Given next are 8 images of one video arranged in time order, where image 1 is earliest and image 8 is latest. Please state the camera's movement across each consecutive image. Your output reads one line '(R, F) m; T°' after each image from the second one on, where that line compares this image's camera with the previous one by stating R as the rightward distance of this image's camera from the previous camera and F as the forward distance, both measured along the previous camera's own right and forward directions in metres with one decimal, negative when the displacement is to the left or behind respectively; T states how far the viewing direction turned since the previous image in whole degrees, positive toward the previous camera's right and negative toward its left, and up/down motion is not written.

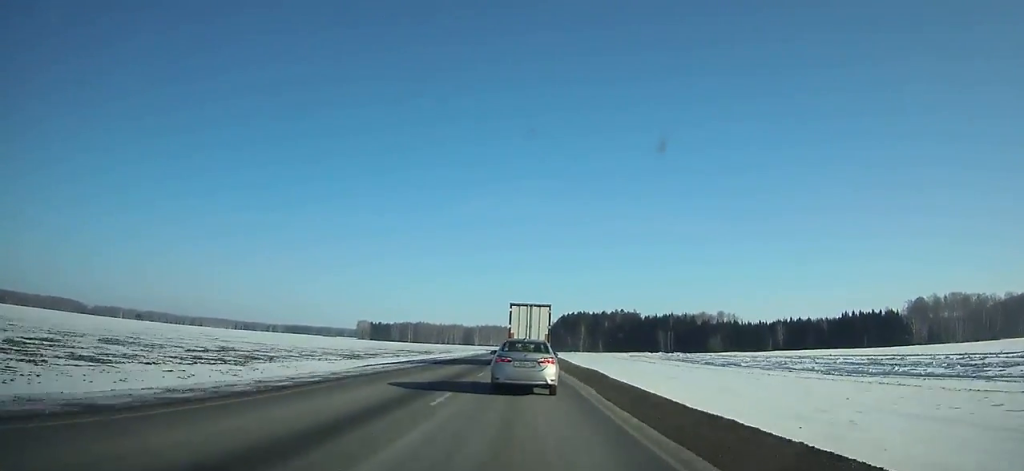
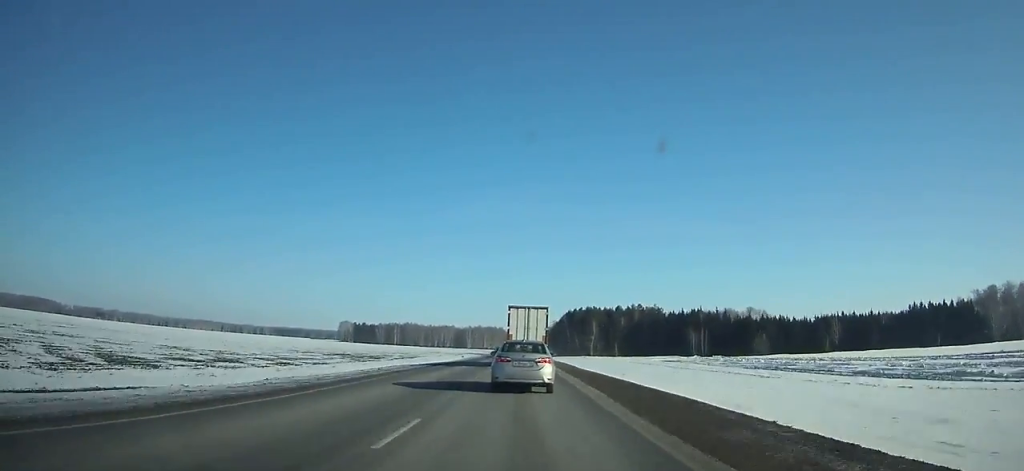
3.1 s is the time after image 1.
(+0.1, +64.4) m; 0°
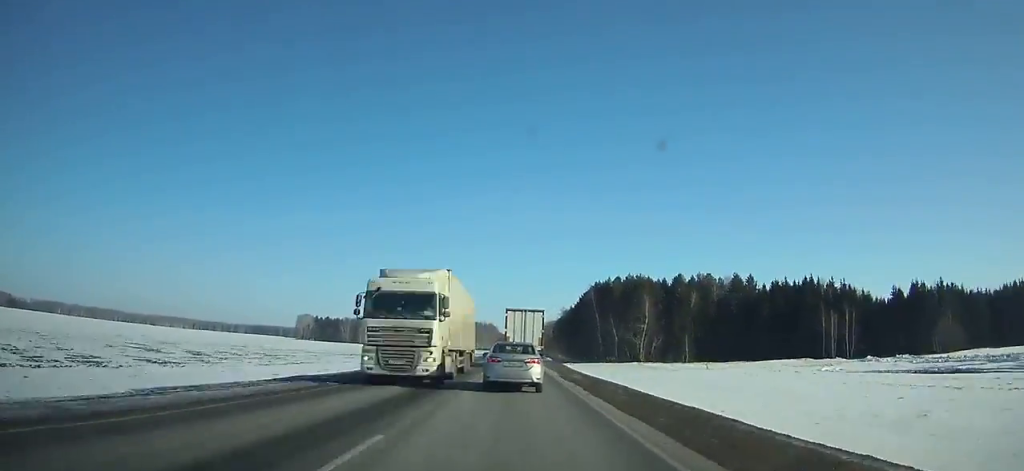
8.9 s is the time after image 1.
(-0.2, +120.9) m; 0°
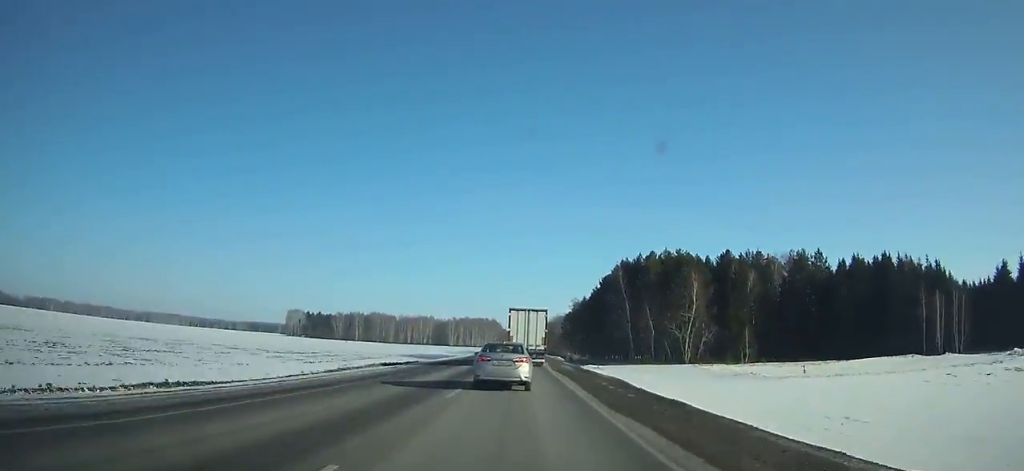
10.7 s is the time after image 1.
(-0.1, +37.7) m; 0°
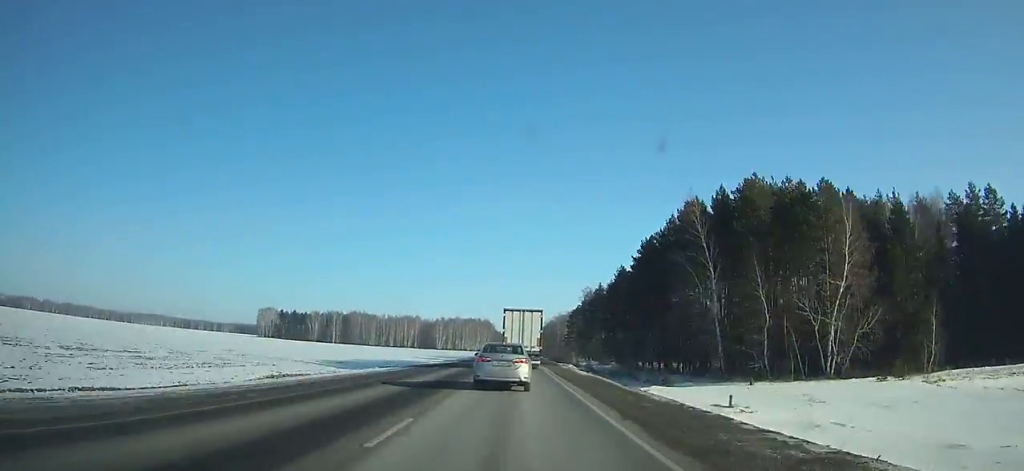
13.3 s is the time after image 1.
(+0.1, +54.8) m; 0°
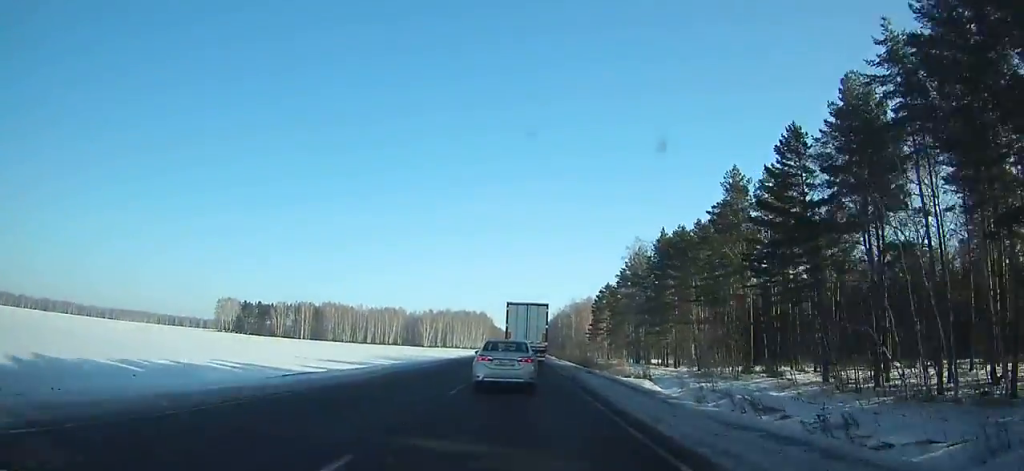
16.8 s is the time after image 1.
(-0.1, +73.4) m; 0°
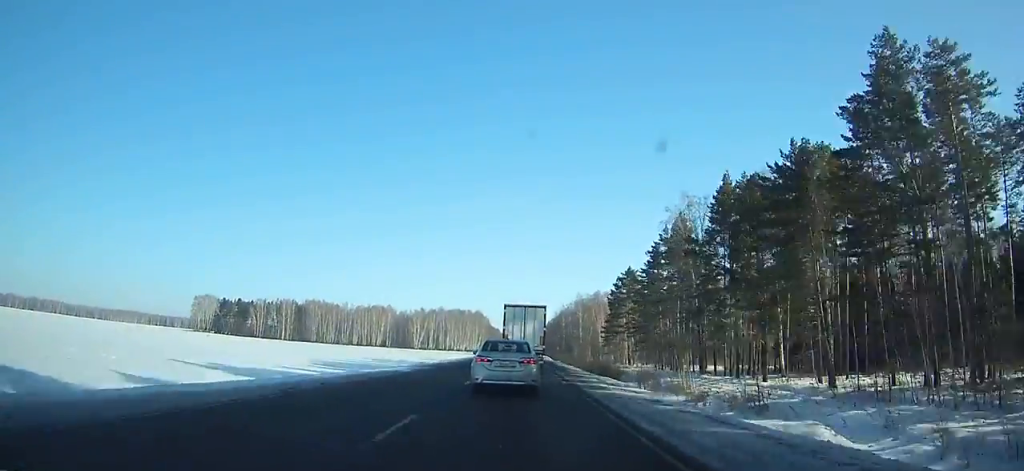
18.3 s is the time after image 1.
(+0.1, +31.0) m; 0°
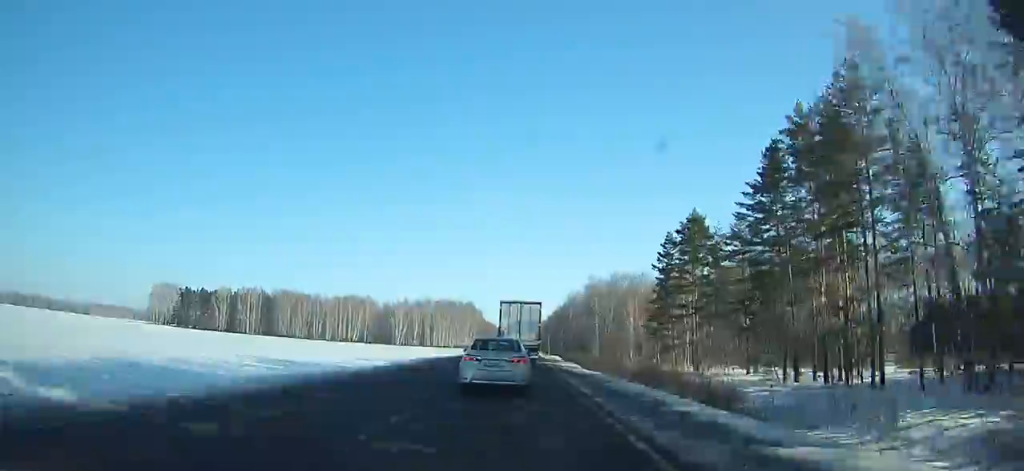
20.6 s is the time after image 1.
(0.0, +47.4) m; 0°
